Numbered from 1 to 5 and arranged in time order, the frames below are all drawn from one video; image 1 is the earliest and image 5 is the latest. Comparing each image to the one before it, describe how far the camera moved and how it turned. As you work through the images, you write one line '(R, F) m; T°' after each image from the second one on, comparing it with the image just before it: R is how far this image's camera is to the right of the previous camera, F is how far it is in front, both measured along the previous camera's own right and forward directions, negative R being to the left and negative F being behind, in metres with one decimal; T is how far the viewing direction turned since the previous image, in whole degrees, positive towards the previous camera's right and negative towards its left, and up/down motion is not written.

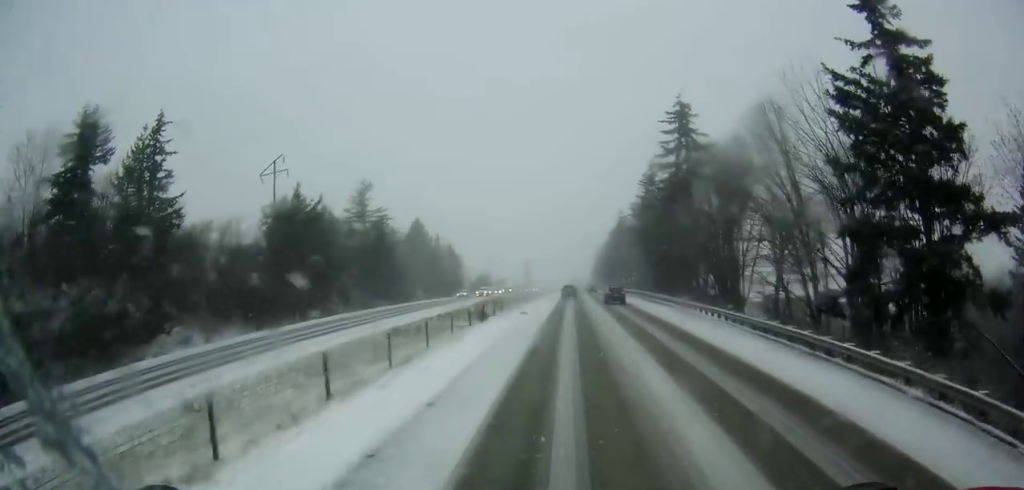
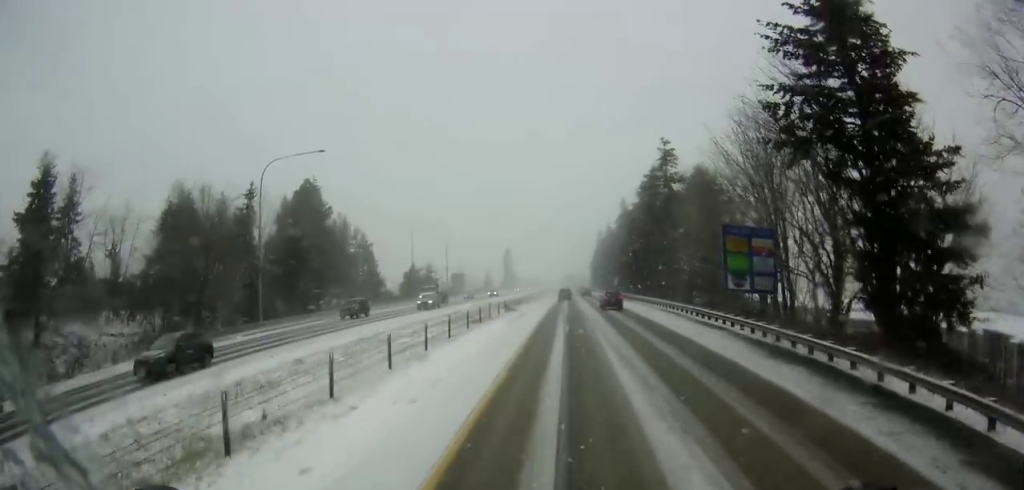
(+0.4, +82.7) m; +1°
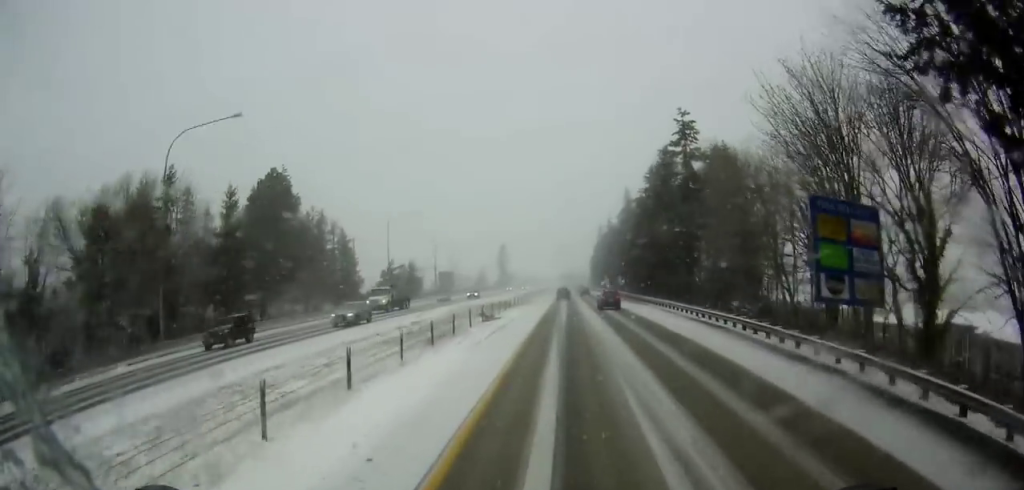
(+0.1, +14.0) m; 0°
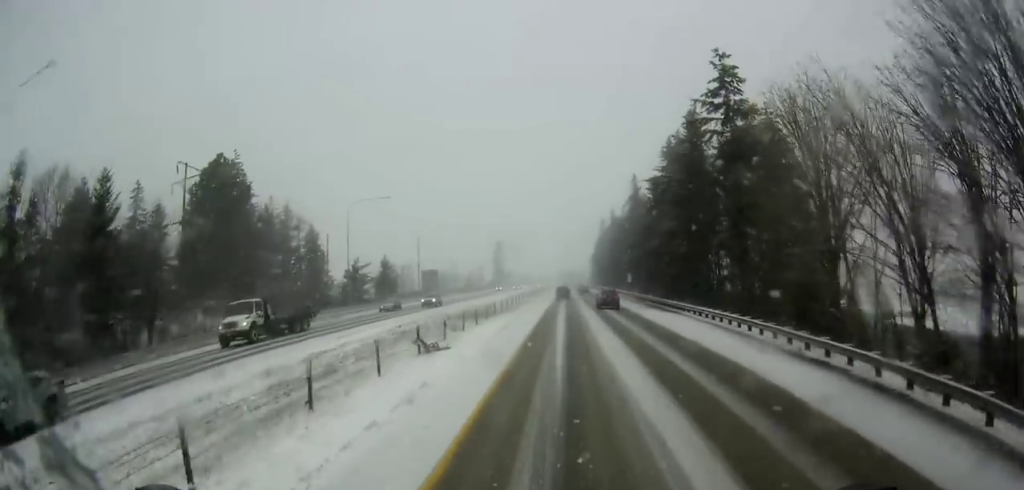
(-0.3, +18.1) m; -1°
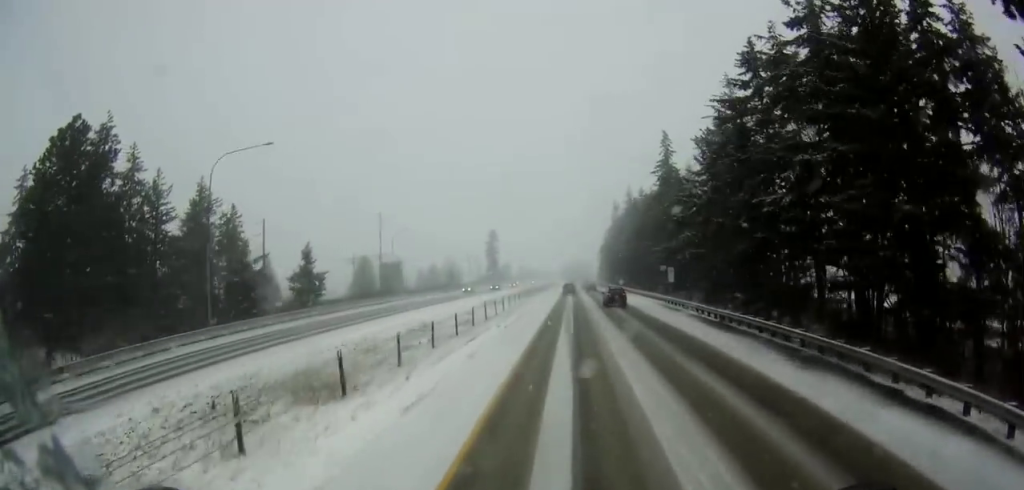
(-0.1, +34.7) m; 0°
